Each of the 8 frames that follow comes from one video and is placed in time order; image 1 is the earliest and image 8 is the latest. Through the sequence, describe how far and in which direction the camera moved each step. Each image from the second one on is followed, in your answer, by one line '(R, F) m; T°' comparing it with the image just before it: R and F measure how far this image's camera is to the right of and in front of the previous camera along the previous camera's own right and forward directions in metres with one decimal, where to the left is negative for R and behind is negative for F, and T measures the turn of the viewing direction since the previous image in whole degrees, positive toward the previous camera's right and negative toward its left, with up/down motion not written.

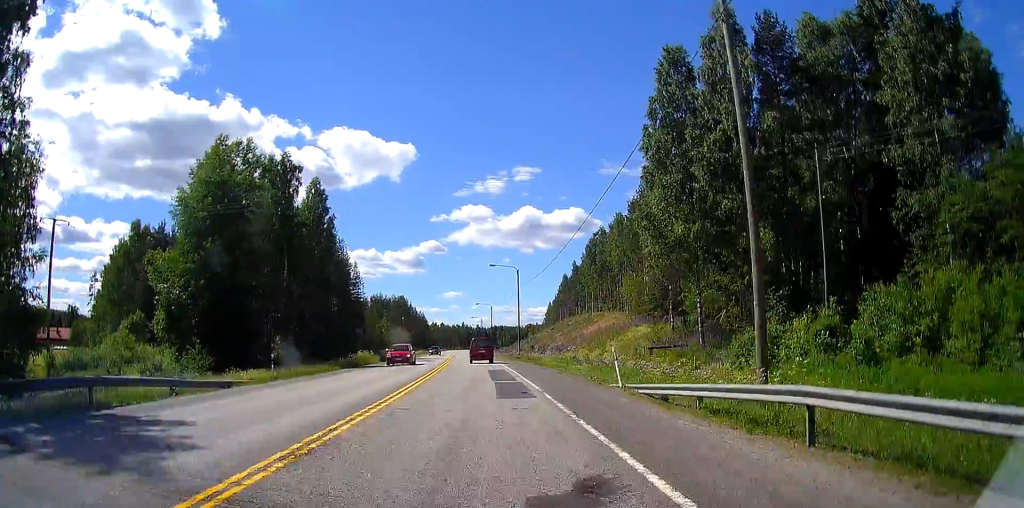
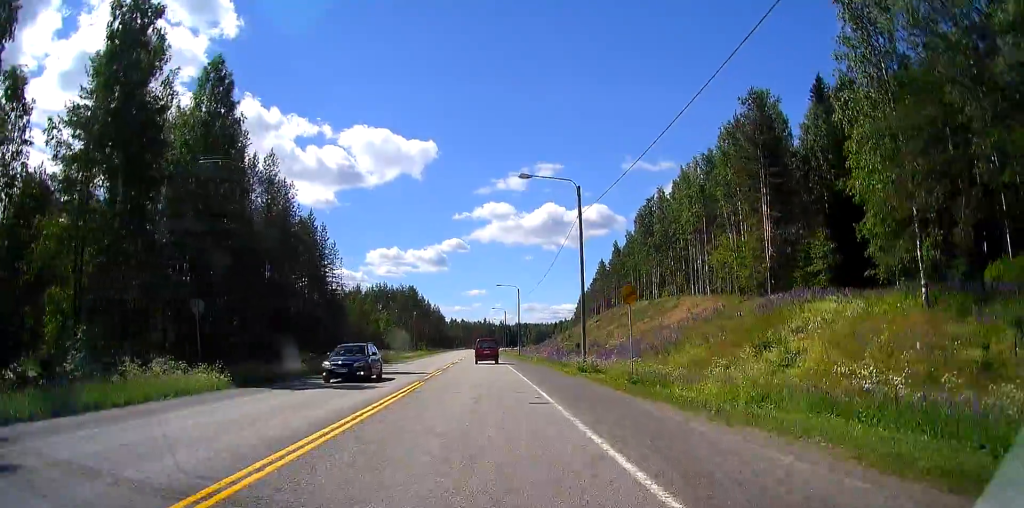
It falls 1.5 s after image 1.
(-0.8, +35.4) m; -2°
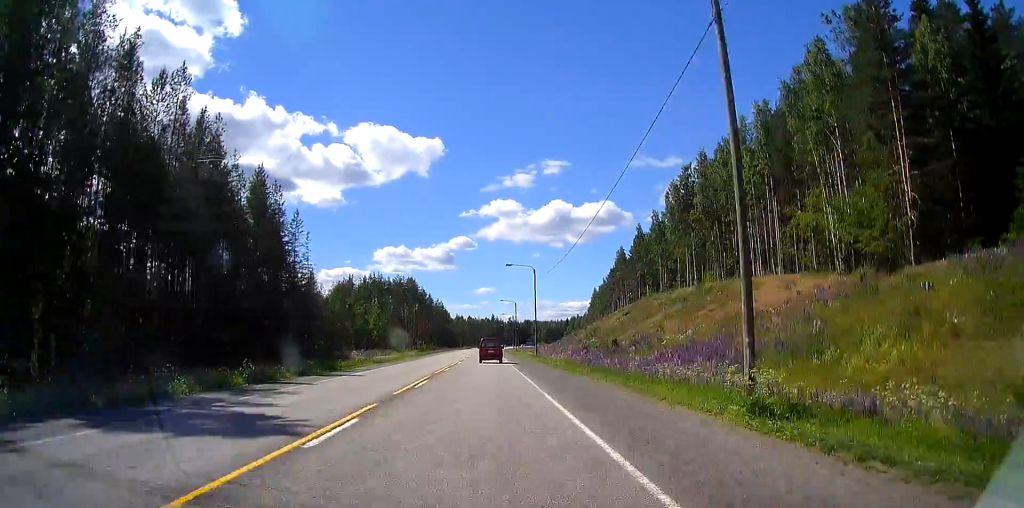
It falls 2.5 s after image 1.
(-0.1, +20.3) m; 0°
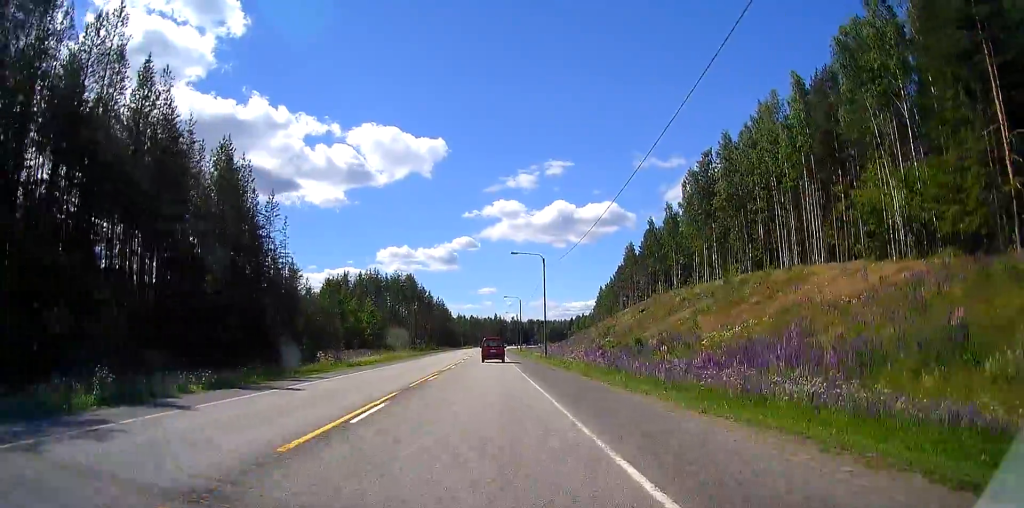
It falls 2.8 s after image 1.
(-0.1, +9.0) m; 0°
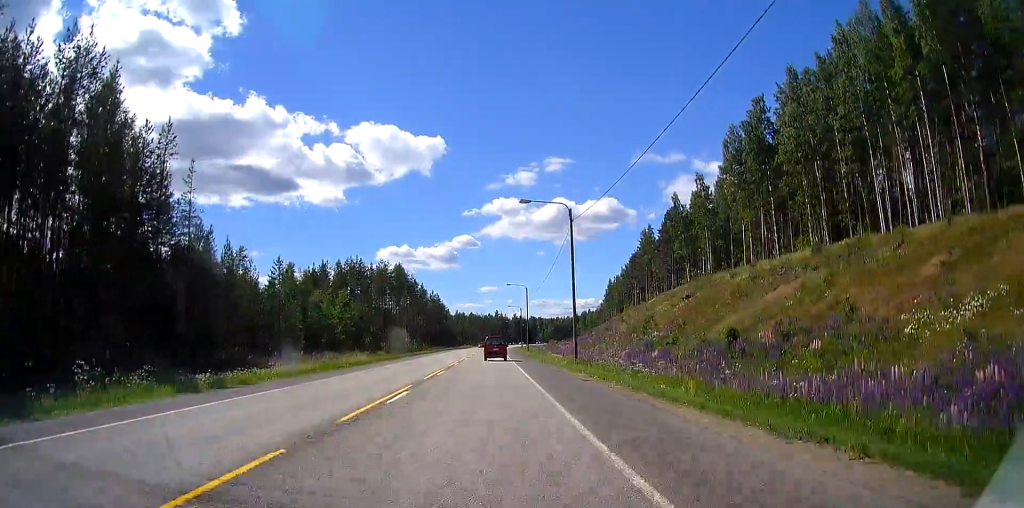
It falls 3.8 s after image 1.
(-0.1, +21.0) m; -1°
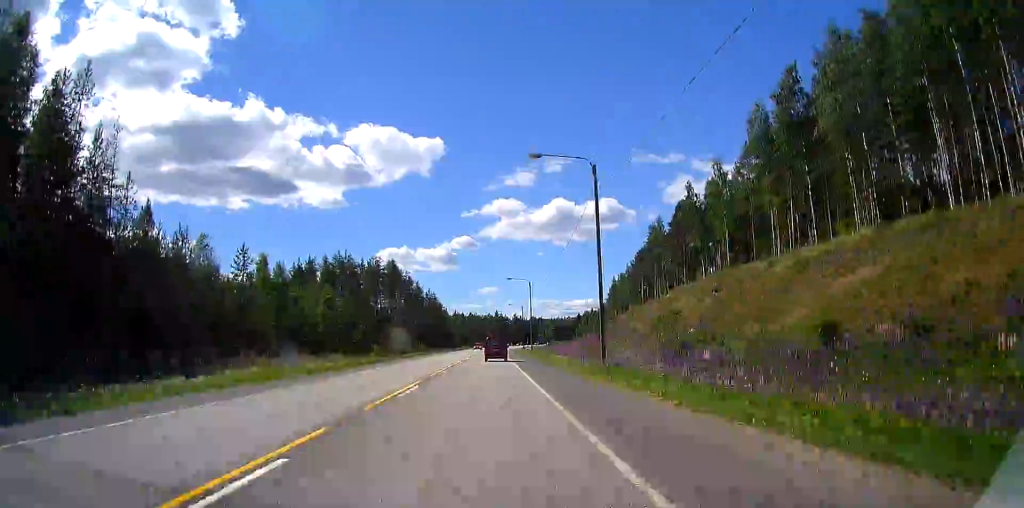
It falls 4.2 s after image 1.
(0.0, +9.7) m; 0°
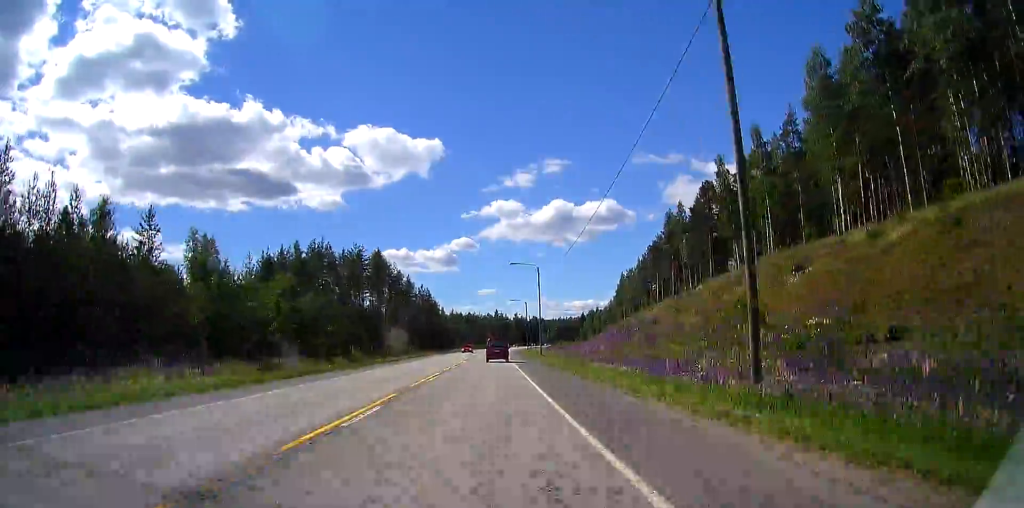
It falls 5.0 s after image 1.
(-0.2, +16.9) m; -1°
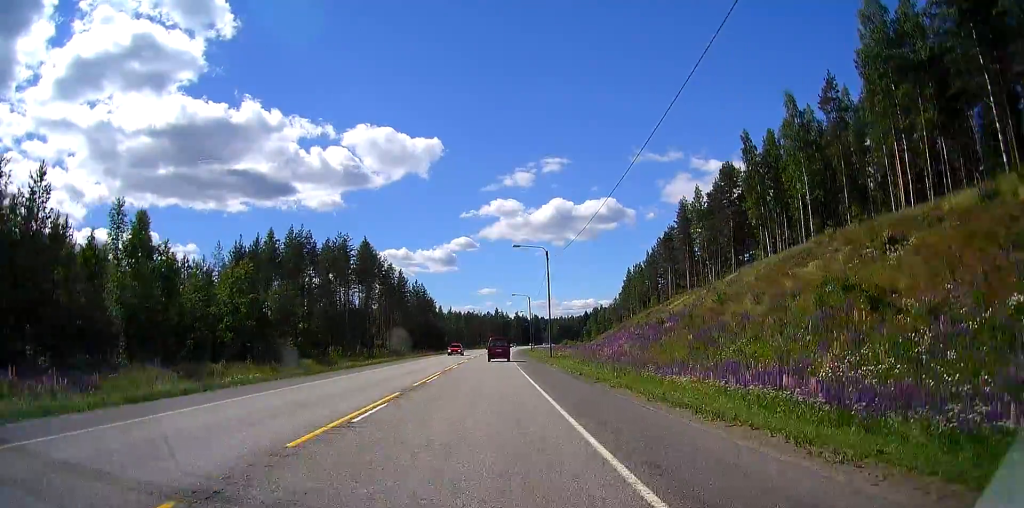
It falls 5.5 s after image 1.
(0.0, +11.7) m; 0°
